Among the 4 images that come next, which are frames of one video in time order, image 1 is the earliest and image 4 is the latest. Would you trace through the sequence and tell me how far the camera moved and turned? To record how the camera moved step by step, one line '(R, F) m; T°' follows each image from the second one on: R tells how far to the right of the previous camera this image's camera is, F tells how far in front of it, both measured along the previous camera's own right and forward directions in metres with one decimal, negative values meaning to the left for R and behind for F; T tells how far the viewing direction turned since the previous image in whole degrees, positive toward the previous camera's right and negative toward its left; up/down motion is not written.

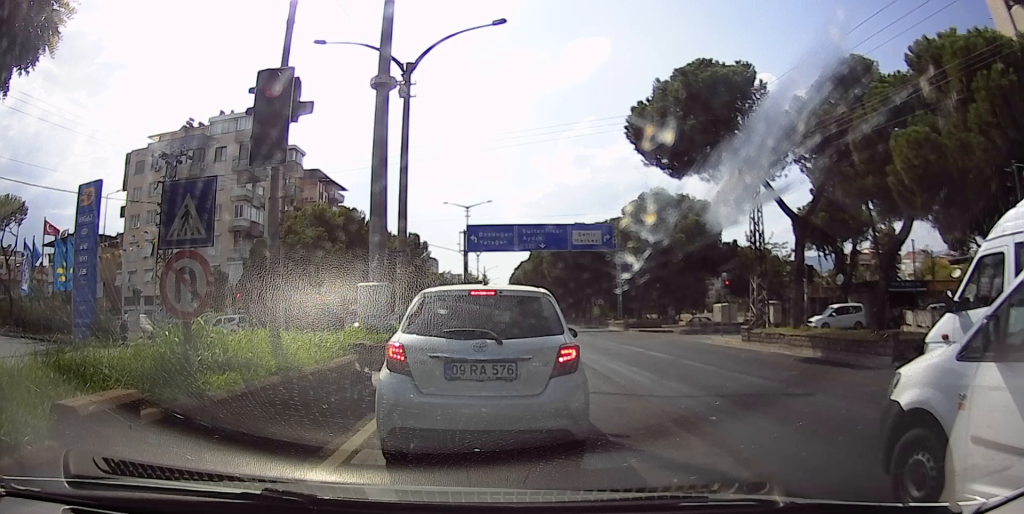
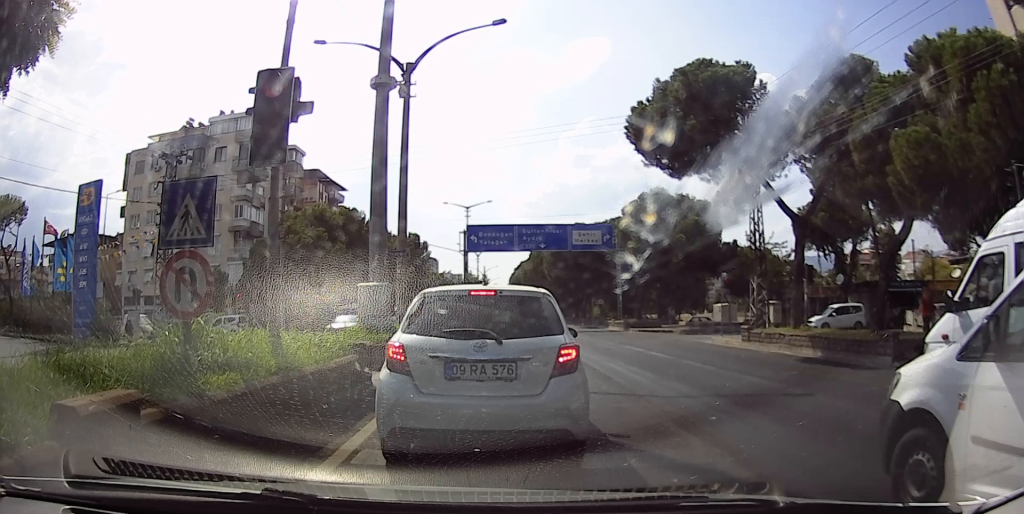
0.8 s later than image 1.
(0.0, 0.0) m; 0°
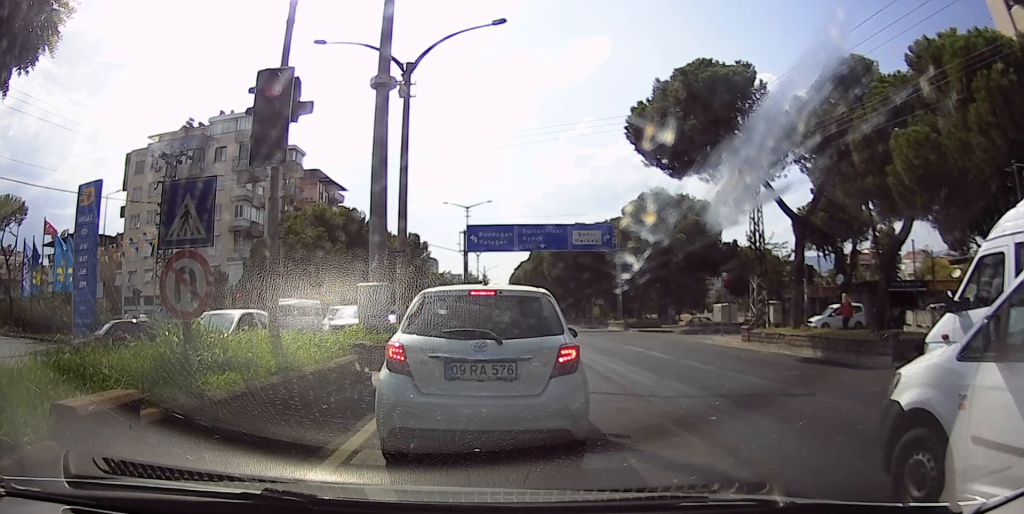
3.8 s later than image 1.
(0.0, 0.0) m; 0°
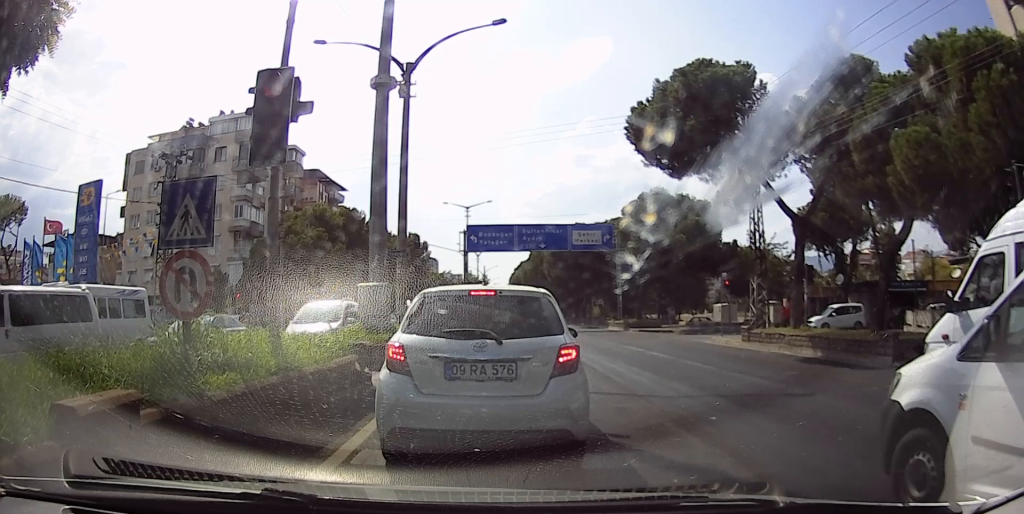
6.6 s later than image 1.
(0.0, 0.0) m; 0°
